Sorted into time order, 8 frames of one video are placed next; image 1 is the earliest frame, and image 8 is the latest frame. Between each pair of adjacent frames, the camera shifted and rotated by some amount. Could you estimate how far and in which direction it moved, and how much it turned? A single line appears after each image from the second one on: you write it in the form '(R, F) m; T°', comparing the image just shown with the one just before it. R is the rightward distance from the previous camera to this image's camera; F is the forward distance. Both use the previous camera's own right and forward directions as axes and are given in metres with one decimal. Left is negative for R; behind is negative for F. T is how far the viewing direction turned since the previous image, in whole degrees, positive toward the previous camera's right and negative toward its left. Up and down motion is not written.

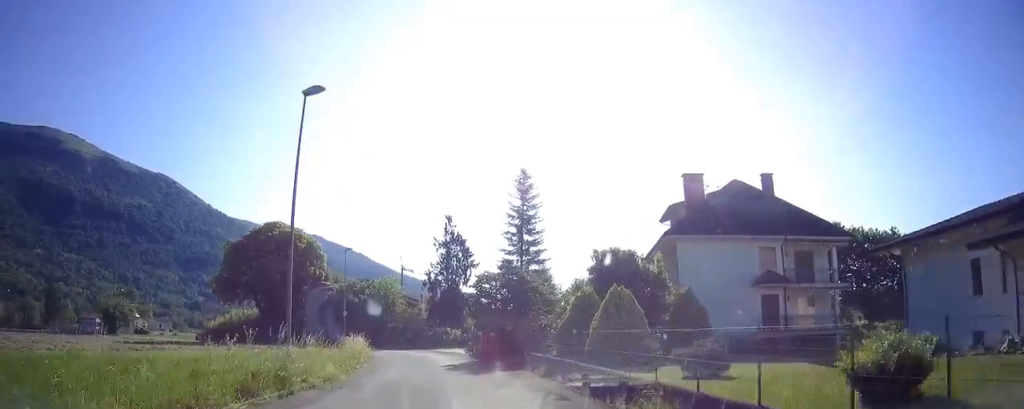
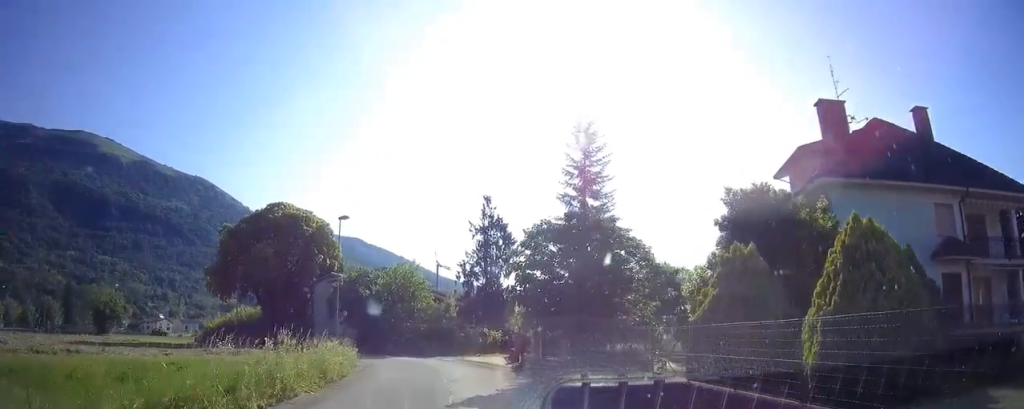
(-0.4, +12.4) m; -6°
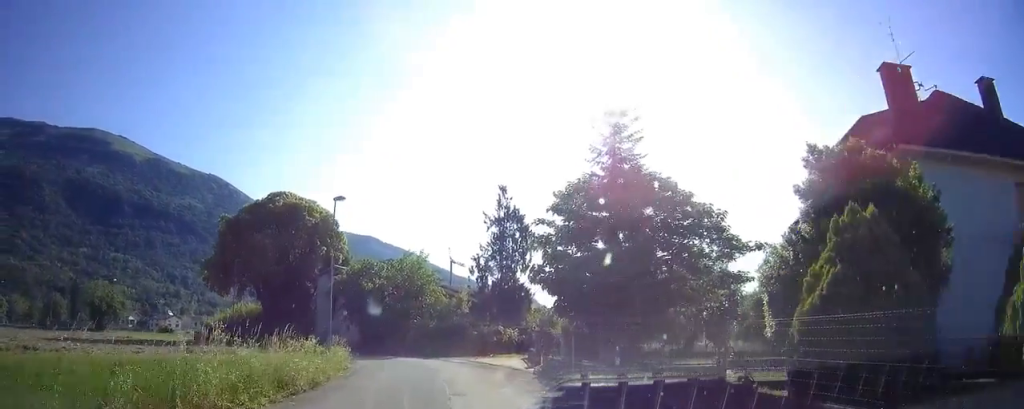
(+0.2, +3.9) m; -4°
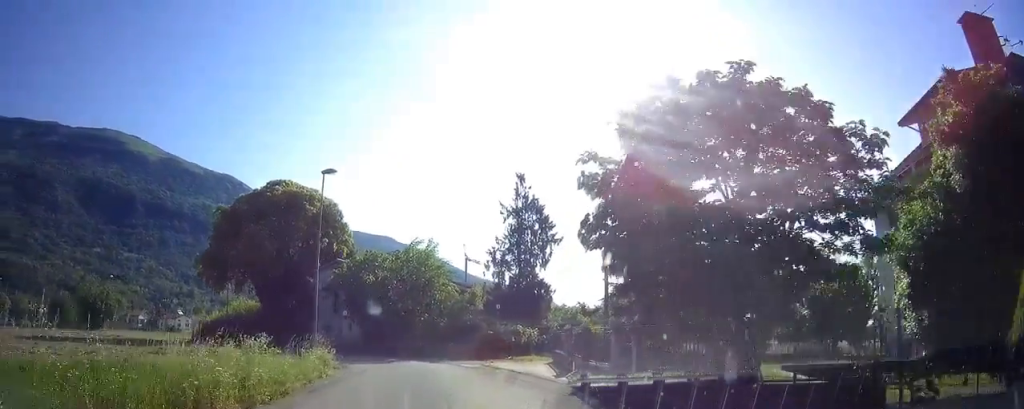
(-0.5, +4.4) m; -5°
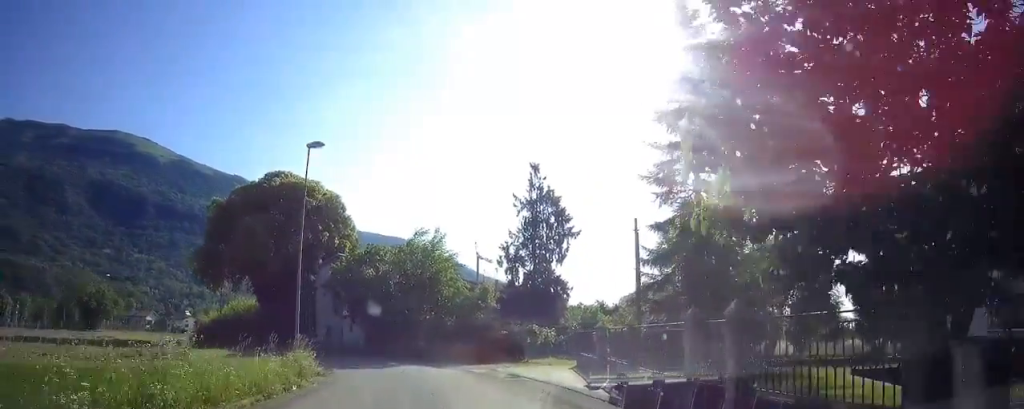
(-0.3, +3.4) m; -4°
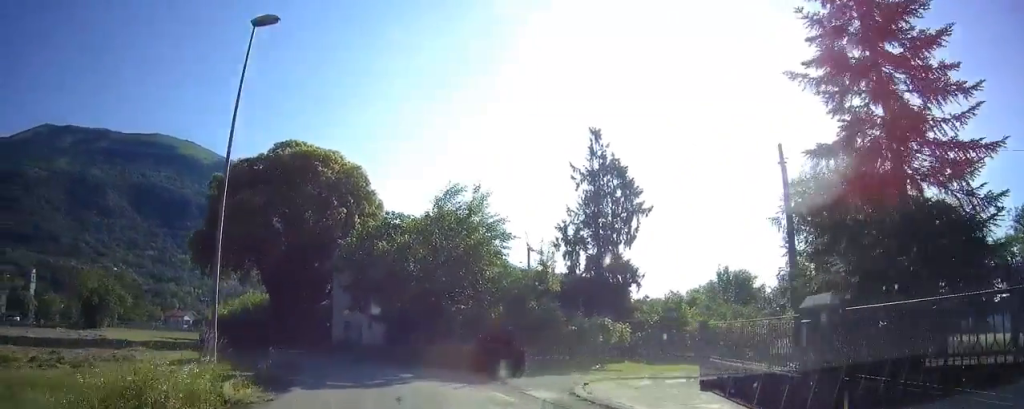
(-0.2, +8.8) m; -2°
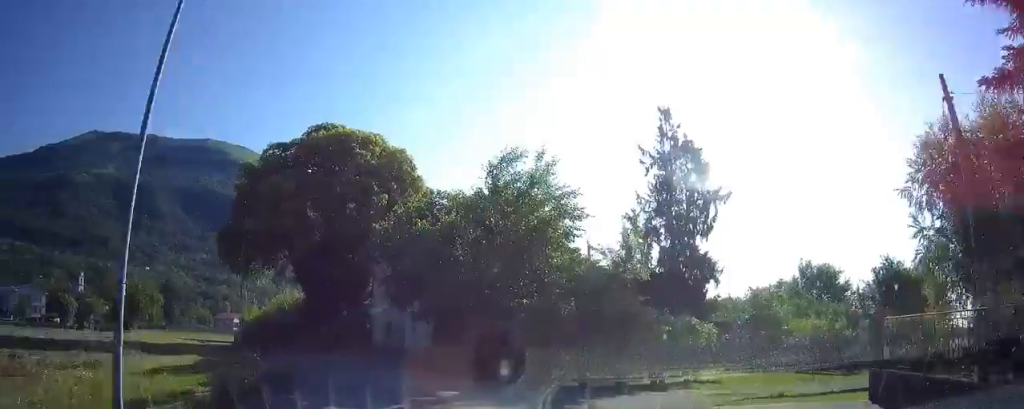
(0.0, +4.6) m; -6°
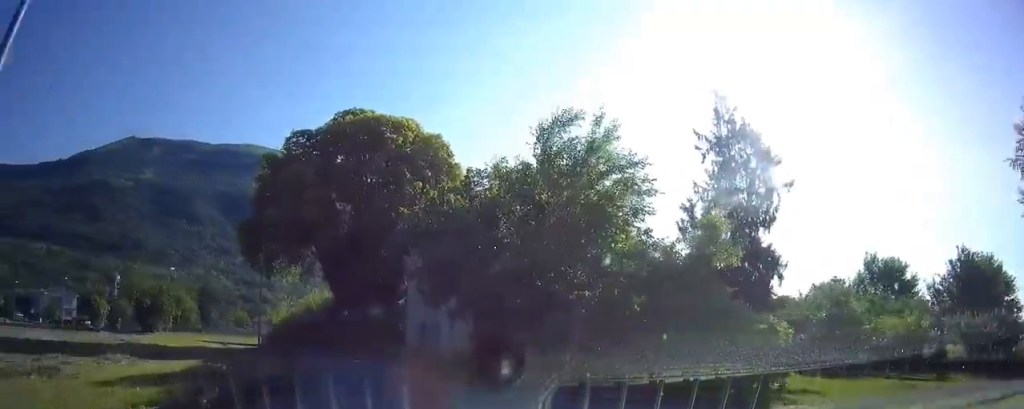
(+0.2, +3.3) m; -5°
